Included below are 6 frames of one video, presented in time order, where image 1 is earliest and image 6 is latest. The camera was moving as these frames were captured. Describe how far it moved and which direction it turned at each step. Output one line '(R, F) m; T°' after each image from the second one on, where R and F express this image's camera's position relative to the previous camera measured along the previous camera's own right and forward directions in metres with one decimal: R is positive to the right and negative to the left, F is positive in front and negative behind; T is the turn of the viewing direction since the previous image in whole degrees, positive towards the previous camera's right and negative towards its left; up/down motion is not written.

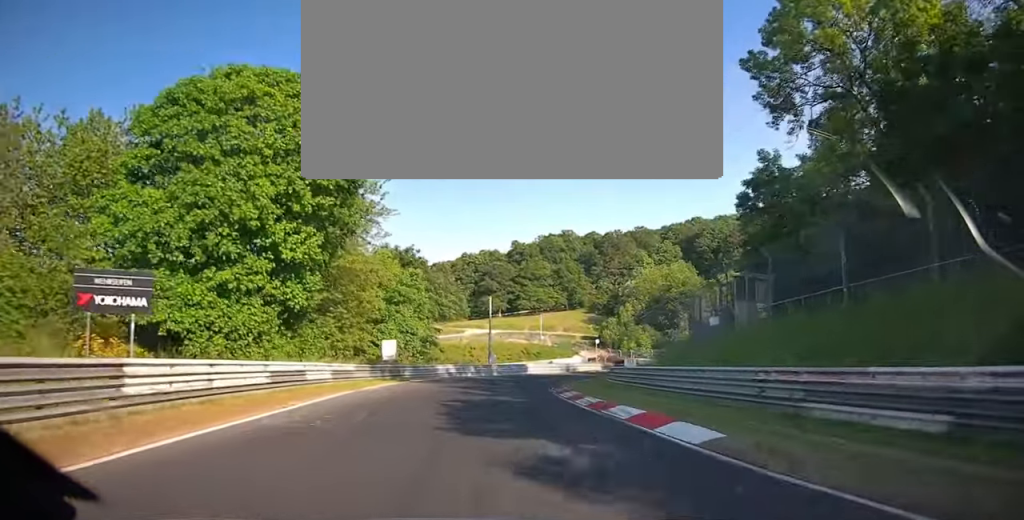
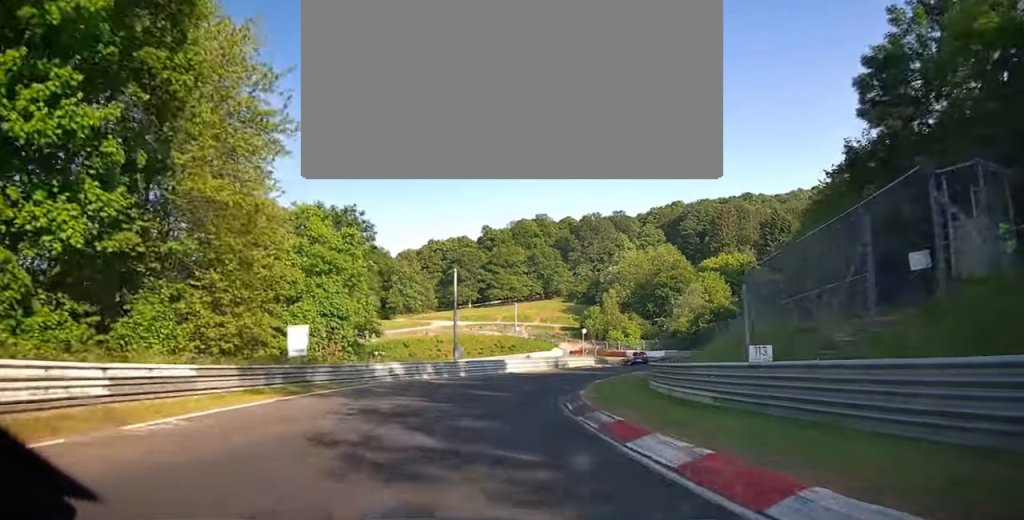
(+0.5, +12.9) m; +5°
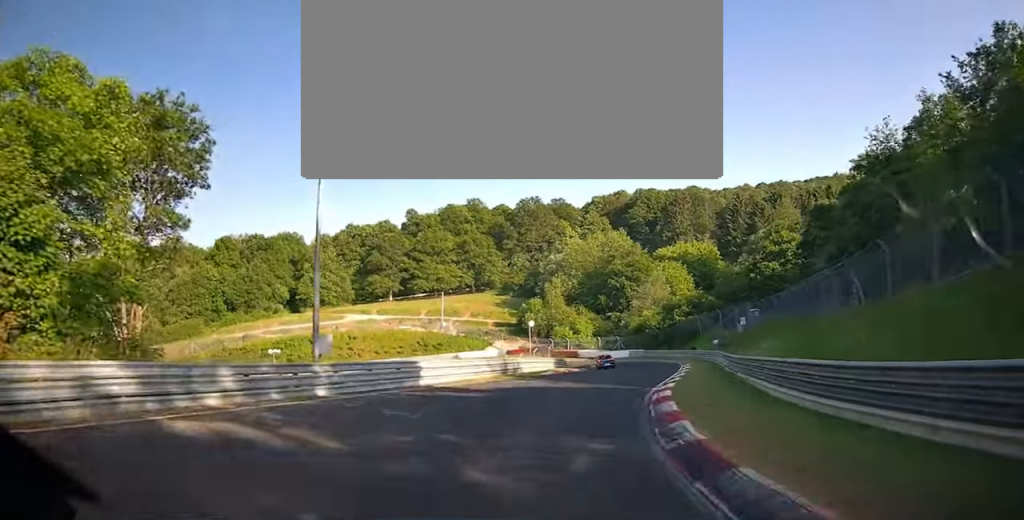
(+1.0, +17.9) m; +10°
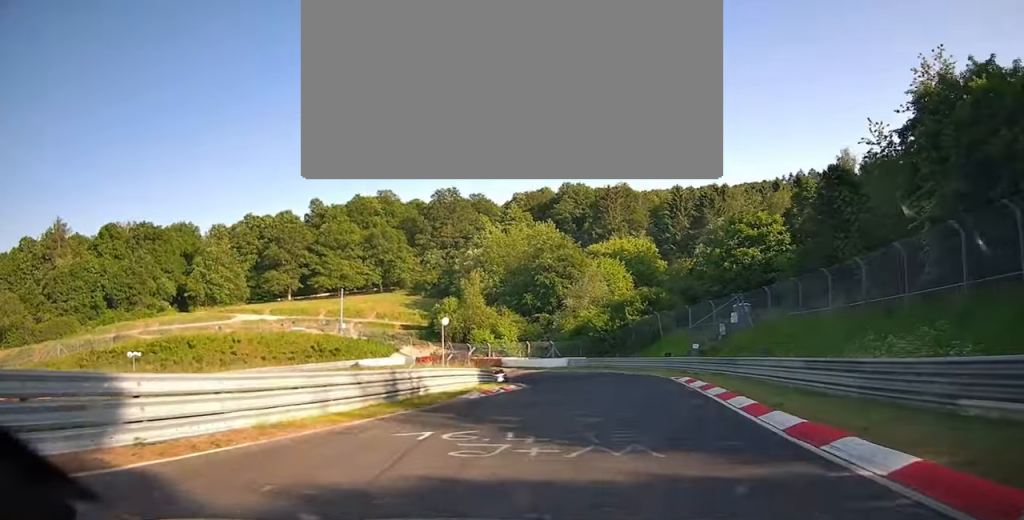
(+1.8, +13.0) m; +5°
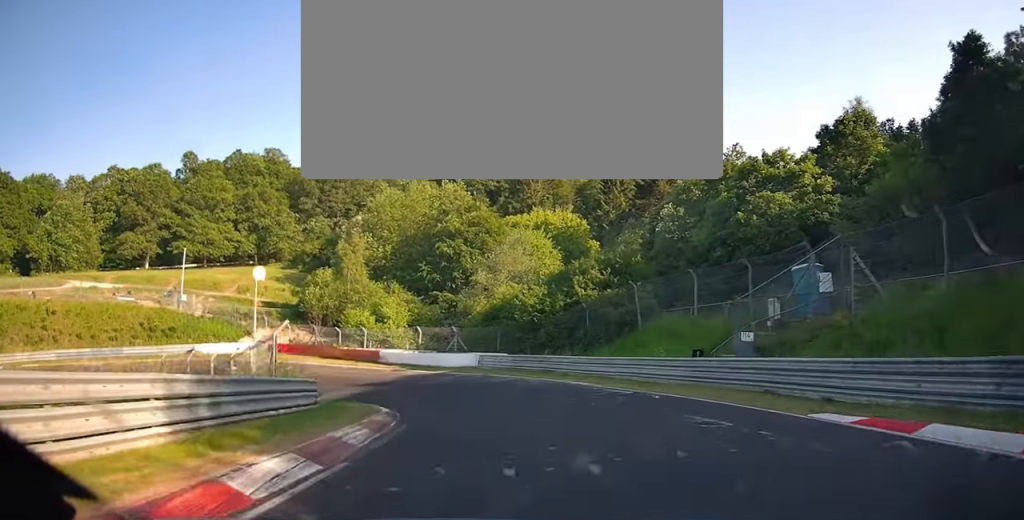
(+1.2, +19.9) m; -1°
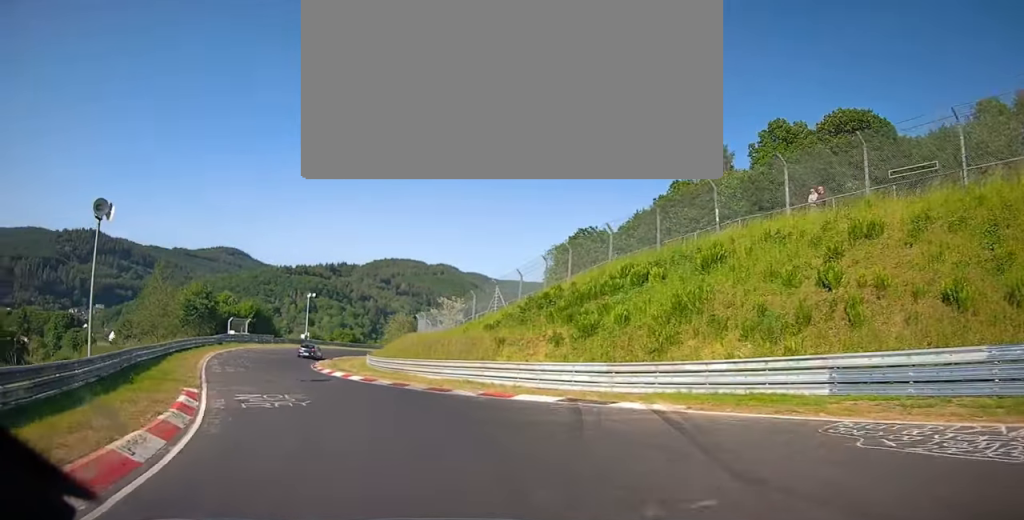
(-31.8, +32.3) m; -111°
